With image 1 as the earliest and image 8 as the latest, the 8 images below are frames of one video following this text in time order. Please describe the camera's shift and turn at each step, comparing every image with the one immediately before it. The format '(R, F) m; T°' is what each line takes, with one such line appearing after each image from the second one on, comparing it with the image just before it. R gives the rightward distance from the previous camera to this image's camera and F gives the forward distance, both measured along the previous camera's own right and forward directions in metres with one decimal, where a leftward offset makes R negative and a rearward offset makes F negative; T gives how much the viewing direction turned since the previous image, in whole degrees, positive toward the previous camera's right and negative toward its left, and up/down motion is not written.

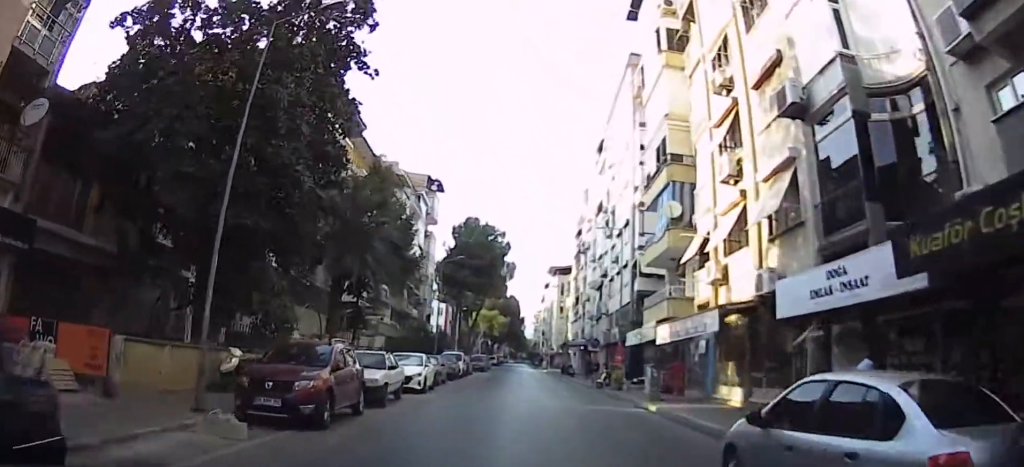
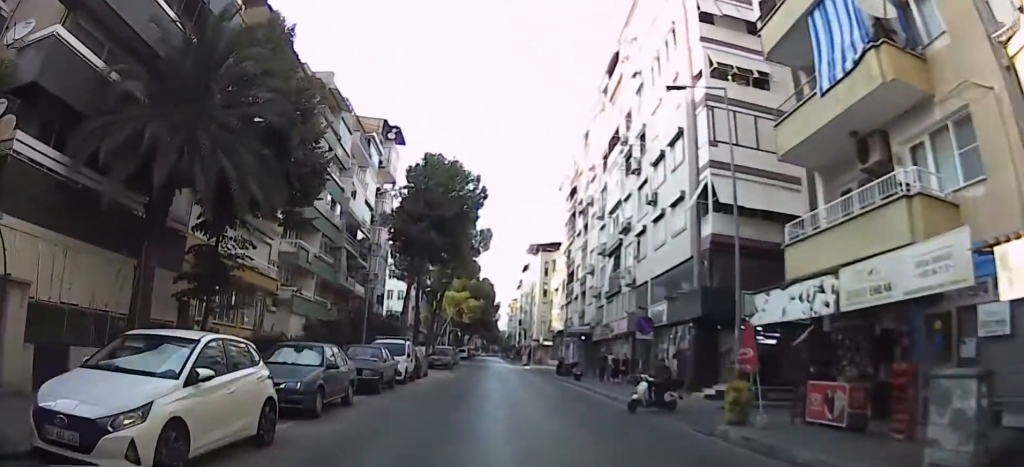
(+0.2, +12.6) m; -4°
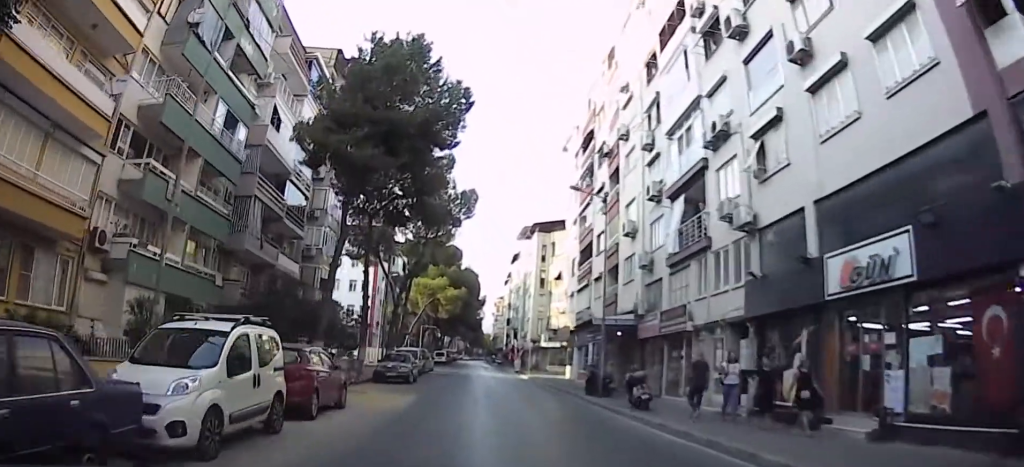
(-0.5, +12.2) m; -2°
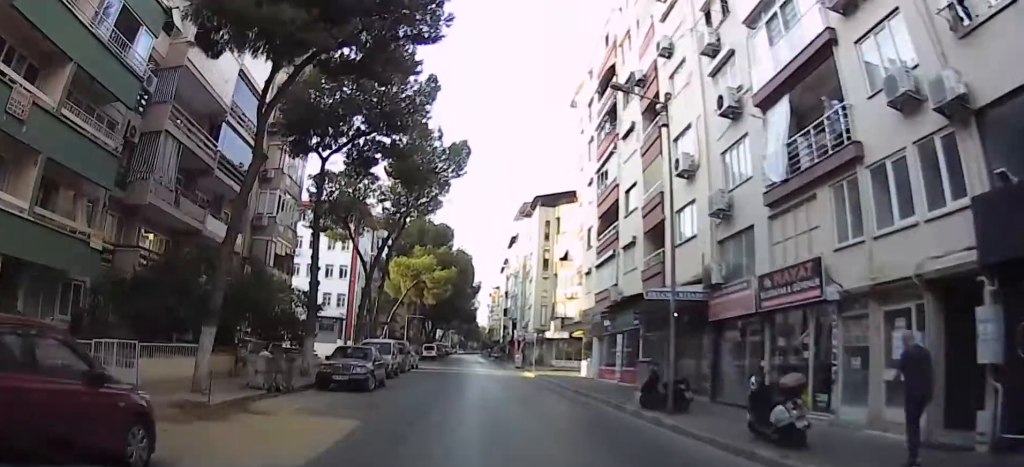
(0.0, +7.1) m; 0°
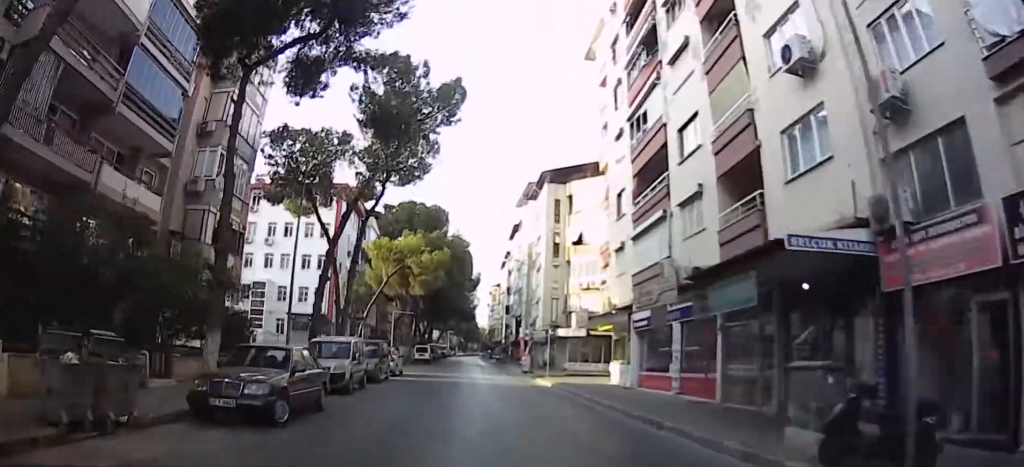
(0.0, +6.9) m; 0°
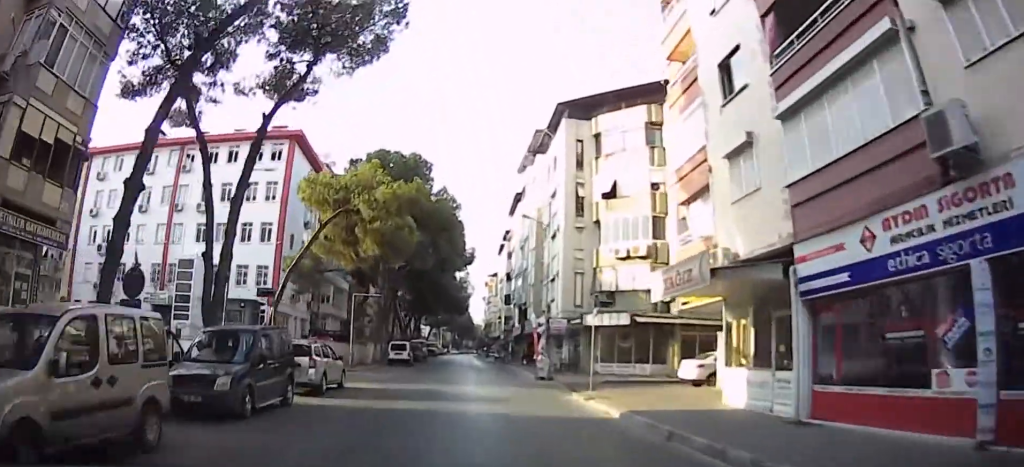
(0.0, +11.8) m; 0°
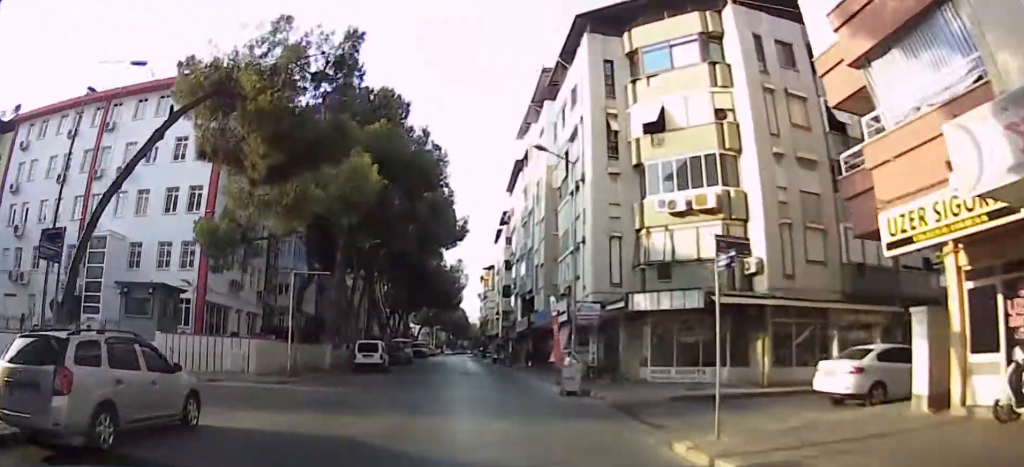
(0.0, +9.4) m; 0°
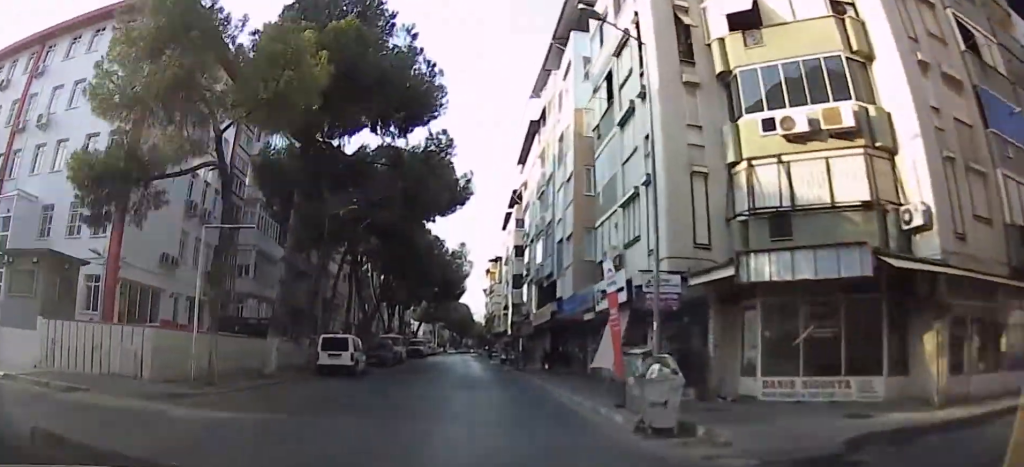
(0.0, +8.1) m; -1°
